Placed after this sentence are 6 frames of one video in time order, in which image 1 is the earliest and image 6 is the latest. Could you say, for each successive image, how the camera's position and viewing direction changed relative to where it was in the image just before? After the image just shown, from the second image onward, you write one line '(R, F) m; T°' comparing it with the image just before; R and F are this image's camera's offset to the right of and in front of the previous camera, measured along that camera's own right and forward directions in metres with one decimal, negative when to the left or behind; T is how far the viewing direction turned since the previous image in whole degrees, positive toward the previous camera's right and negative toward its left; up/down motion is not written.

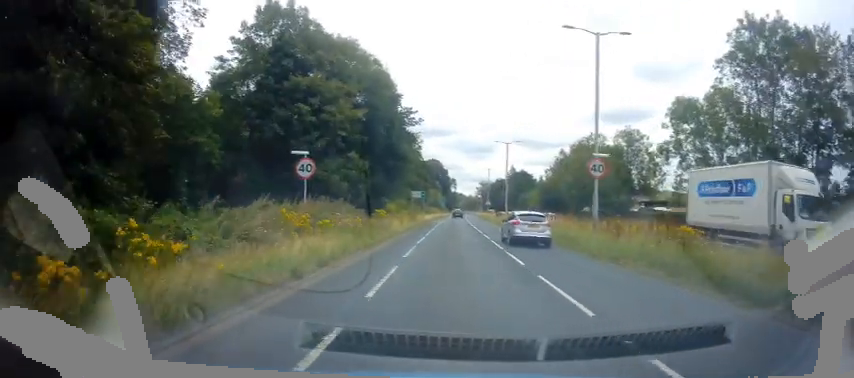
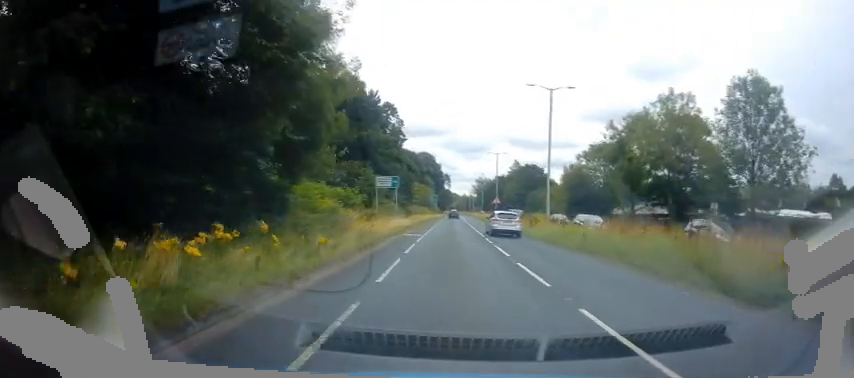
(-2.7, +27.5) m; -6°
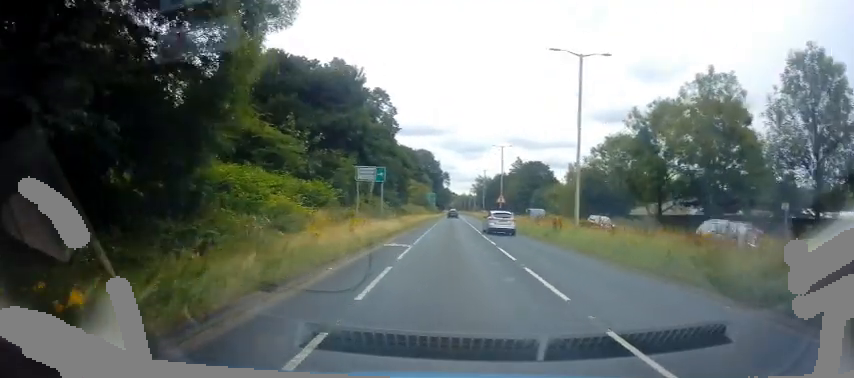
(0.0, +7.4) m; 0°
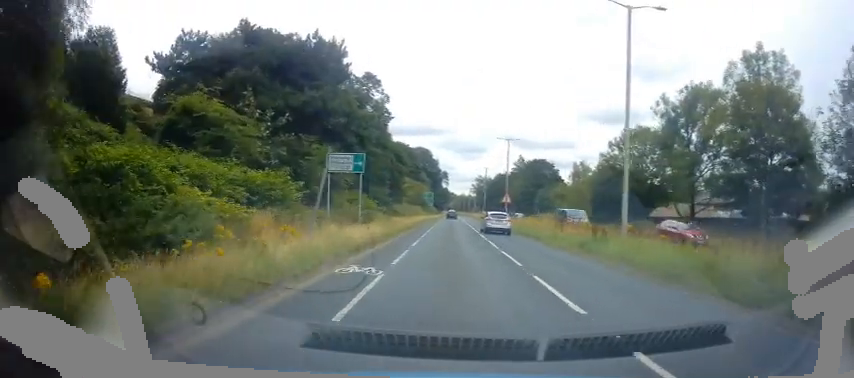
(0.0, +6.8) m; 0°
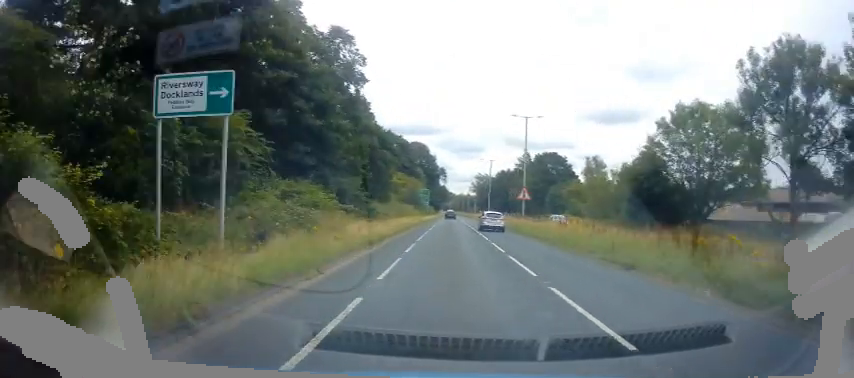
(+0.1, +14.3) m; +2°
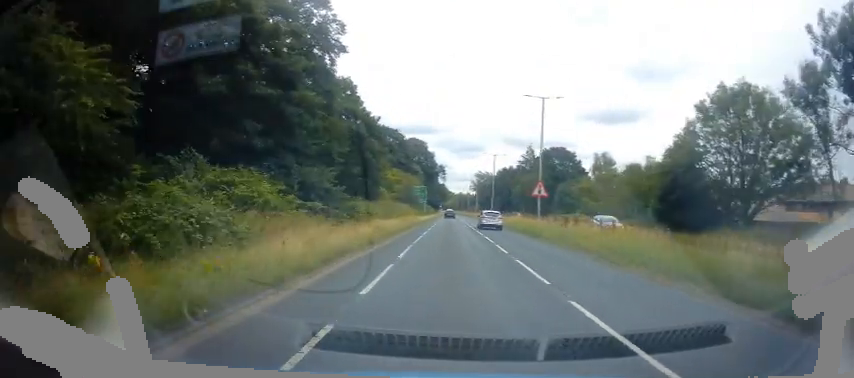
(+0.3, +7.5) m; 0°
